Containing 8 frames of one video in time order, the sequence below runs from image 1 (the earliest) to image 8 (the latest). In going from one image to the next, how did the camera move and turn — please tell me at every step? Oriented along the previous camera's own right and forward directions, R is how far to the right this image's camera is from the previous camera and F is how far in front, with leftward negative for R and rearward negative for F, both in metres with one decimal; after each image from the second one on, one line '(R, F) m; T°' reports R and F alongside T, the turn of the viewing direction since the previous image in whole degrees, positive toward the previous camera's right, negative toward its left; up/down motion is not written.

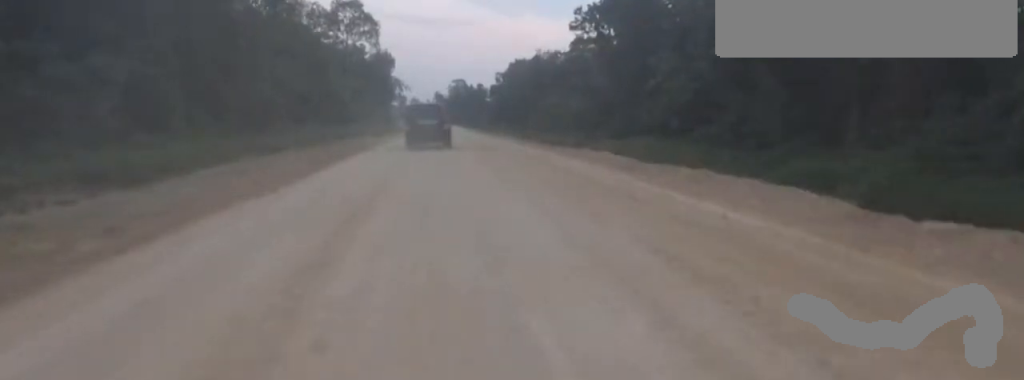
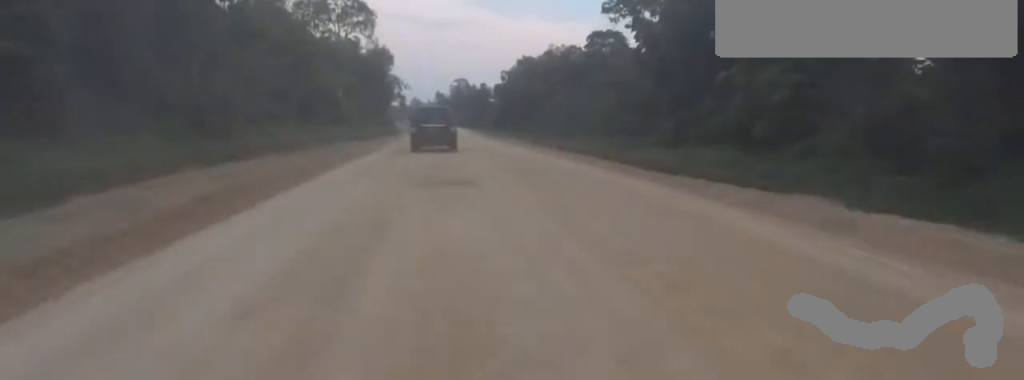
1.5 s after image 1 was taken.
(0.0, +13.0) m; +1°
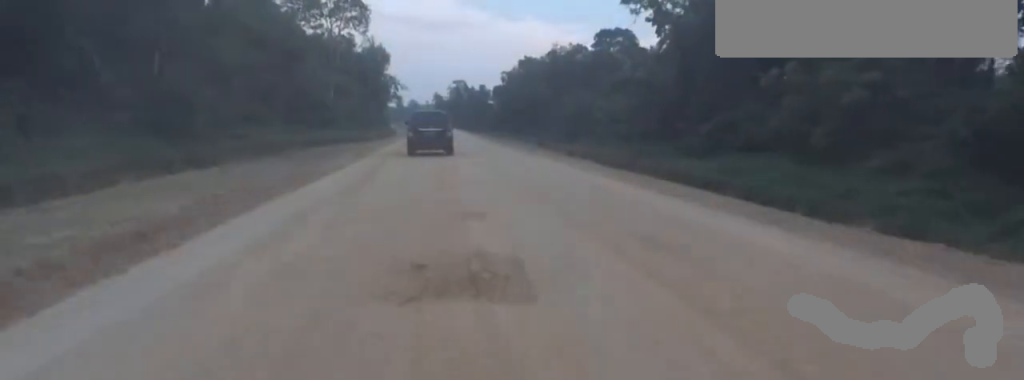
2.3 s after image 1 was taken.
(+0.1, +6.7) m; -1°
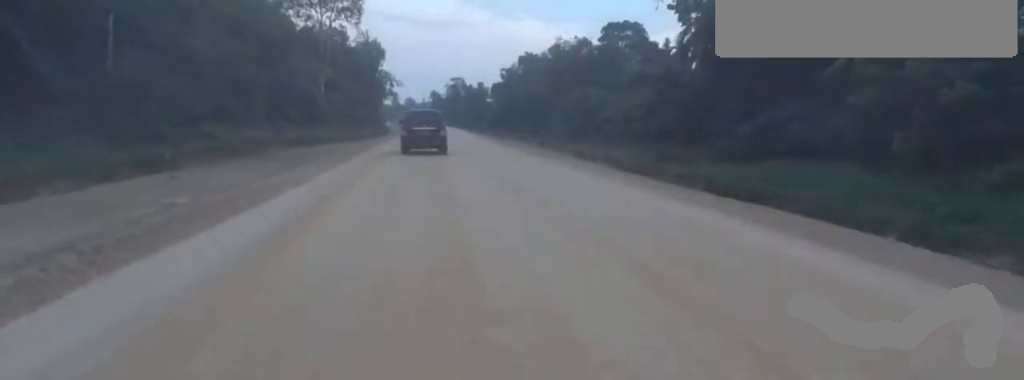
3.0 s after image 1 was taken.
(-0.1, +6.2) m; -1°
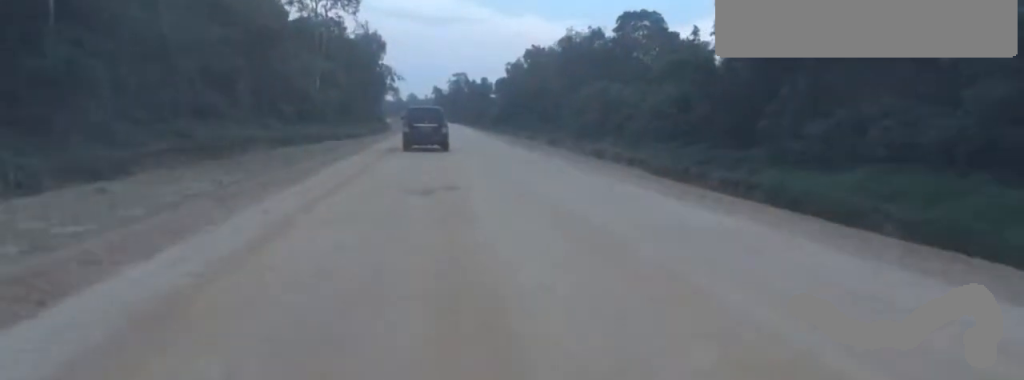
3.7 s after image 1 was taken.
(-0.2, +6.8) m; 0°
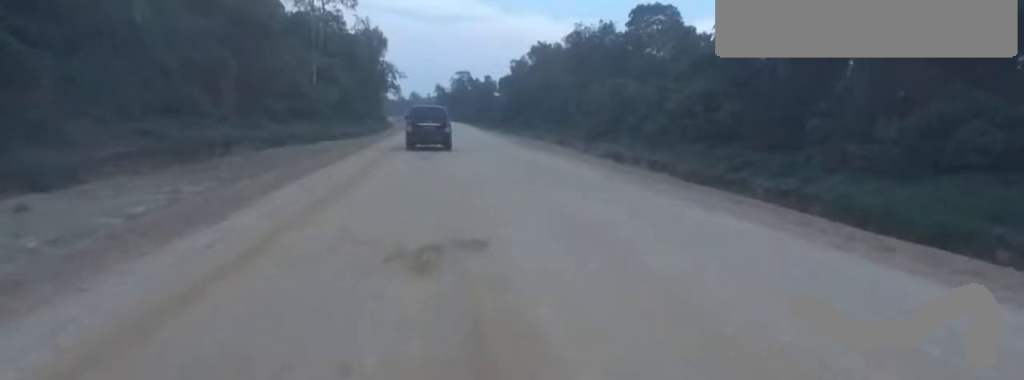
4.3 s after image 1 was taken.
(+0.2, +4.6) m; 0°
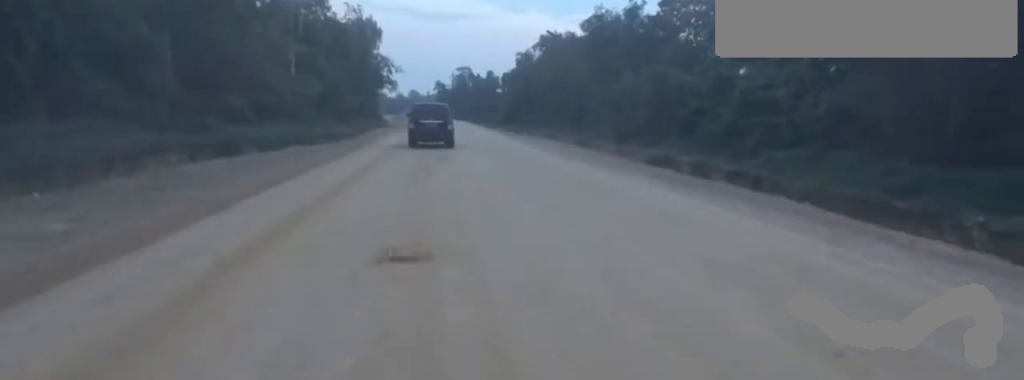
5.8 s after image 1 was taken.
(-0.2, +13.4) m; +1°
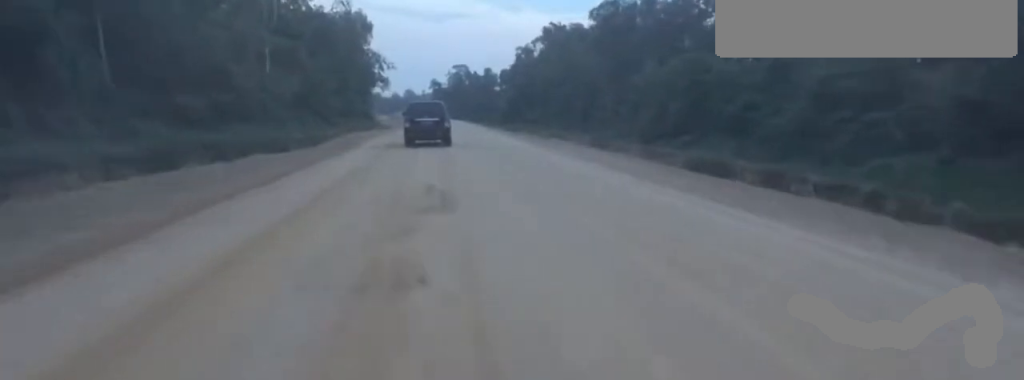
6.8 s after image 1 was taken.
(+0.4, +9.2) m; +1°
